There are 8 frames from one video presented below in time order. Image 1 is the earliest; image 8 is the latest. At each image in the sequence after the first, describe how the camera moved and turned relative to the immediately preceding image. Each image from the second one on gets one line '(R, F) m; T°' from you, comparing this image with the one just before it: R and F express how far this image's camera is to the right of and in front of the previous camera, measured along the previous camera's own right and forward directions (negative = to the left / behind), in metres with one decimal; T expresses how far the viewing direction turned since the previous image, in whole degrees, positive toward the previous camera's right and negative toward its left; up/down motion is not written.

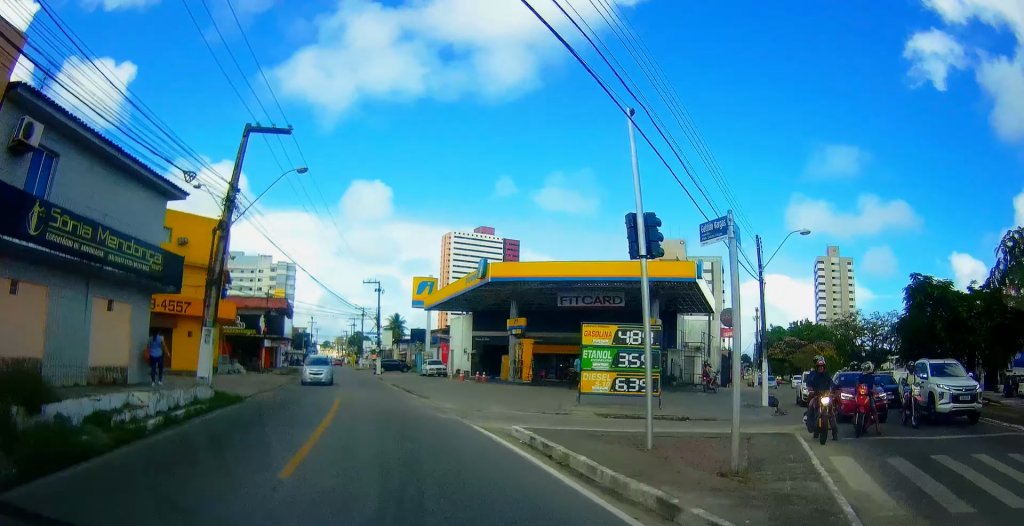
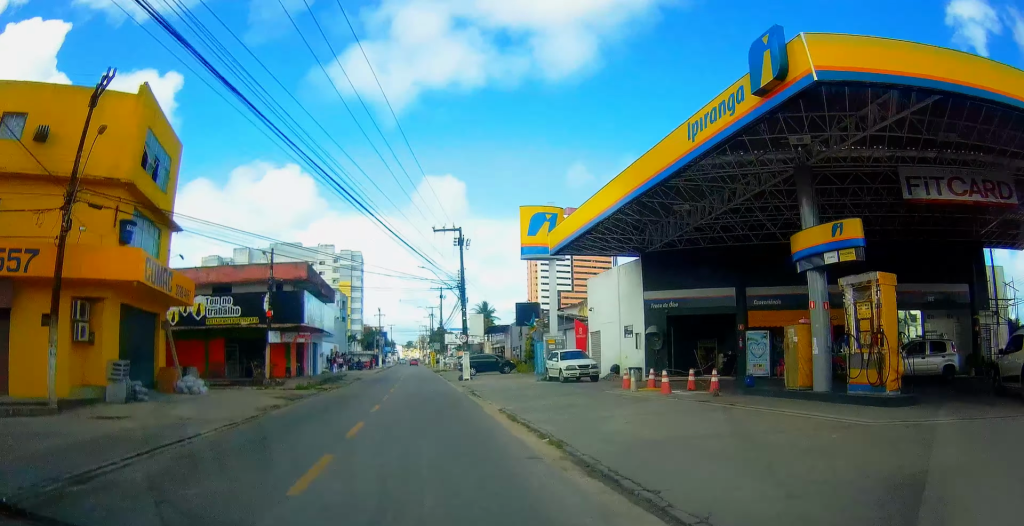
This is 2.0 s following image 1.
(-2.1, +21.6) m; -8°
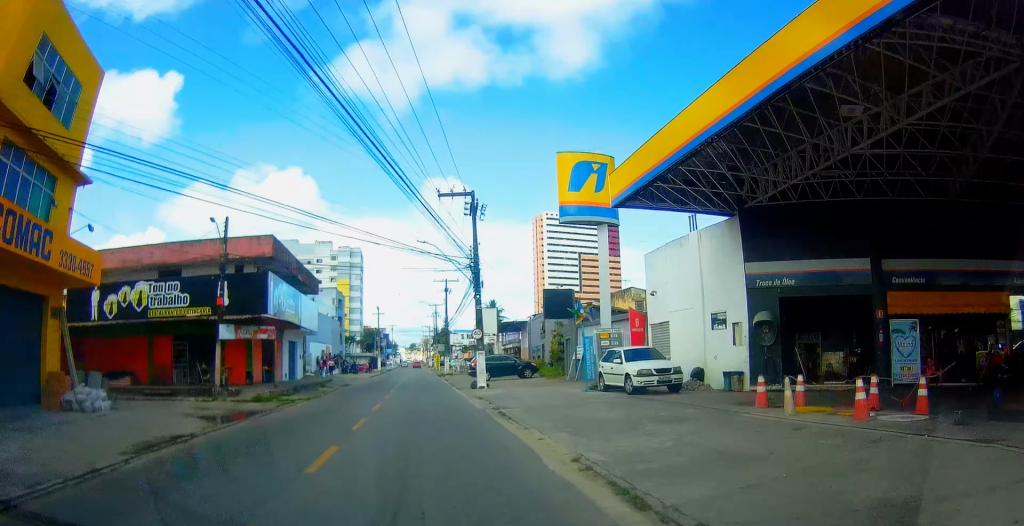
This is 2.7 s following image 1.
(-0.1, +7.8) m; 0°
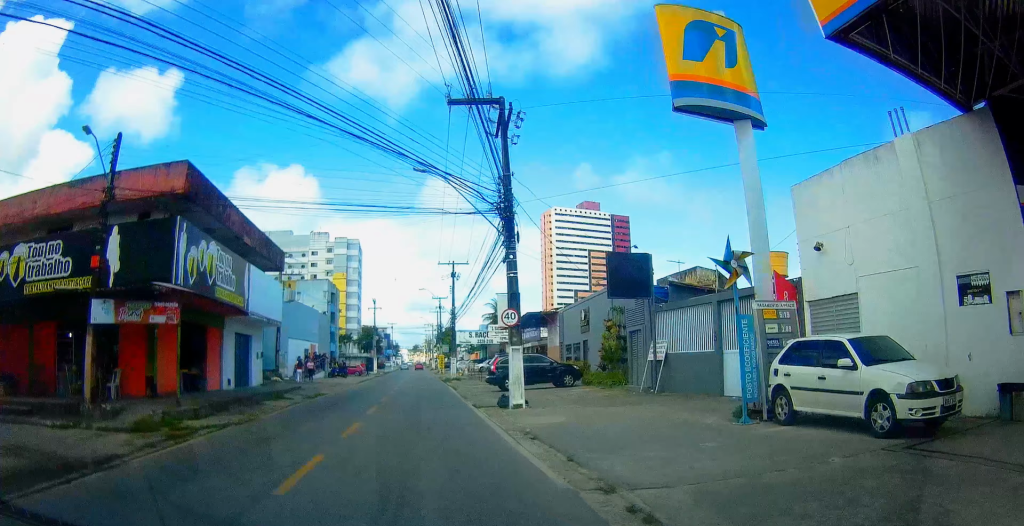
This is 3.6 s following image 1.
(+0.4, +9.8) m; -1°
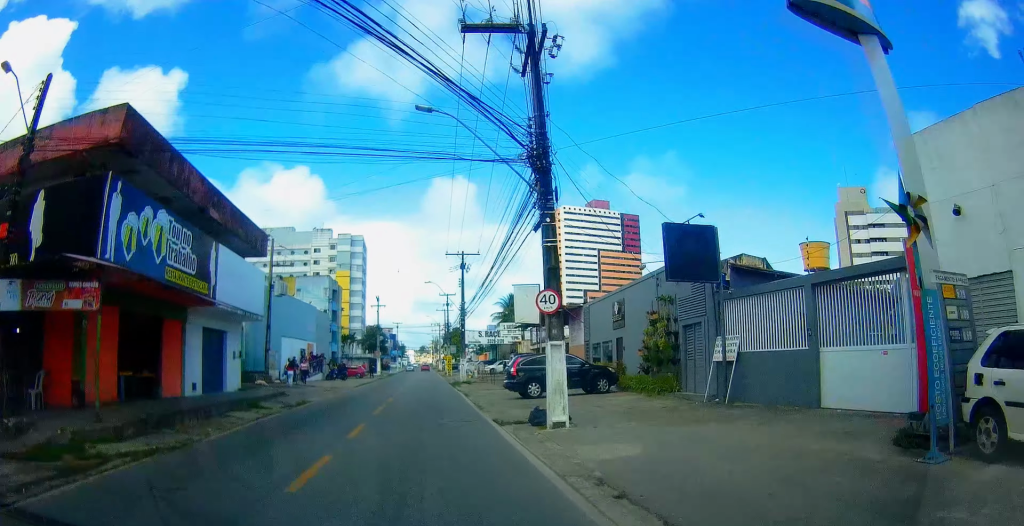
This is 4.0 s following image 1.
(-0.2, +4.3) m; -1°
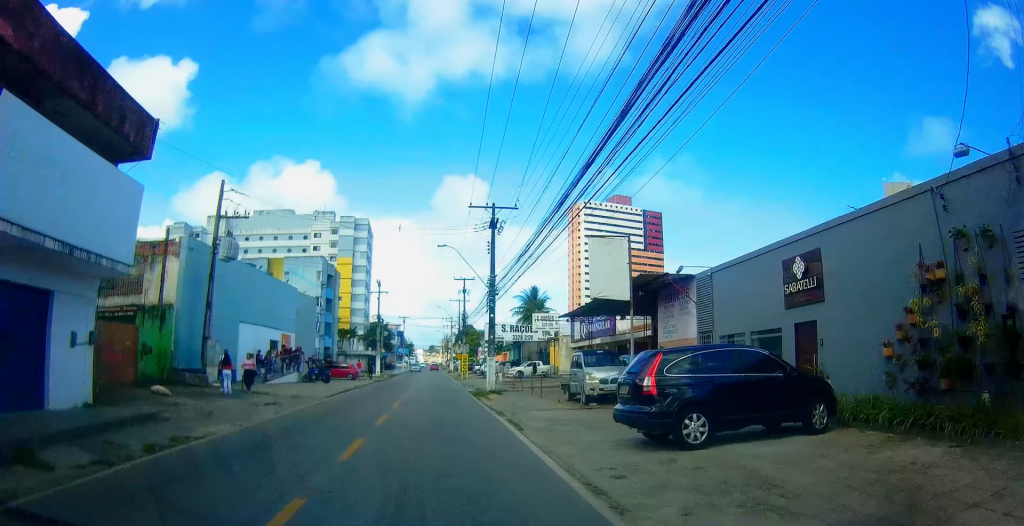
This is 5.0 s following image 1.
(-0.4, +12.5) m; -2°
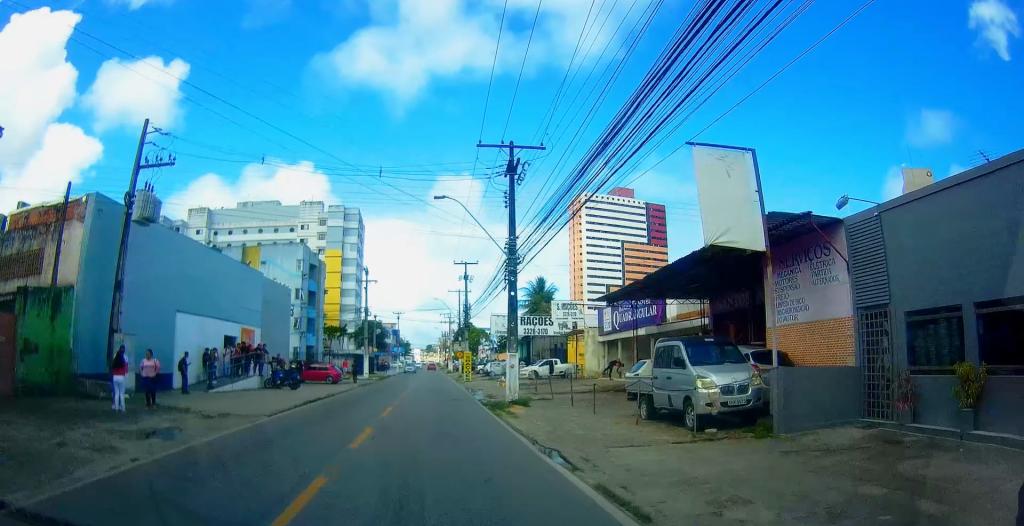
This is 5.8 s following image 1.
(0.0, +8.2) m; 0°
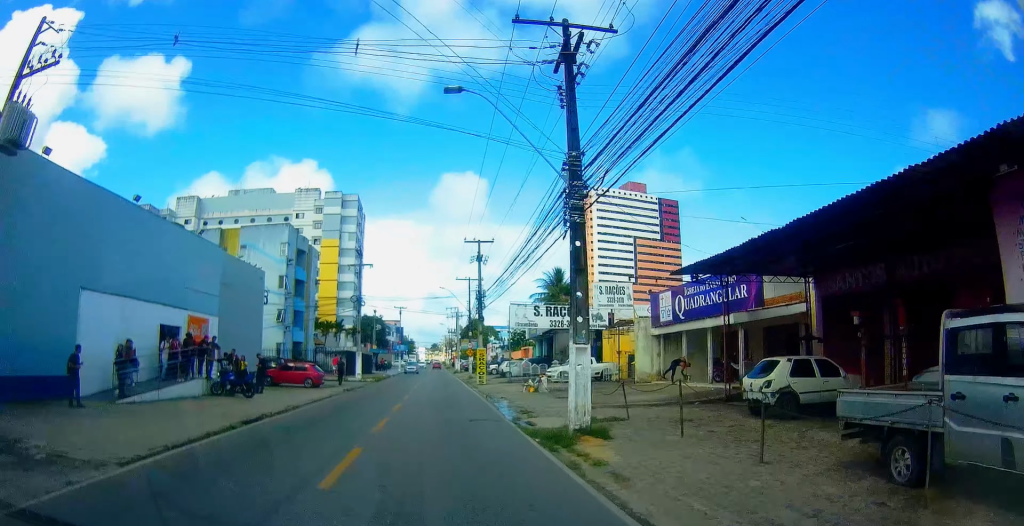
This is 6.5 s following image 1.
(0.0, +8.2) m; 0°
